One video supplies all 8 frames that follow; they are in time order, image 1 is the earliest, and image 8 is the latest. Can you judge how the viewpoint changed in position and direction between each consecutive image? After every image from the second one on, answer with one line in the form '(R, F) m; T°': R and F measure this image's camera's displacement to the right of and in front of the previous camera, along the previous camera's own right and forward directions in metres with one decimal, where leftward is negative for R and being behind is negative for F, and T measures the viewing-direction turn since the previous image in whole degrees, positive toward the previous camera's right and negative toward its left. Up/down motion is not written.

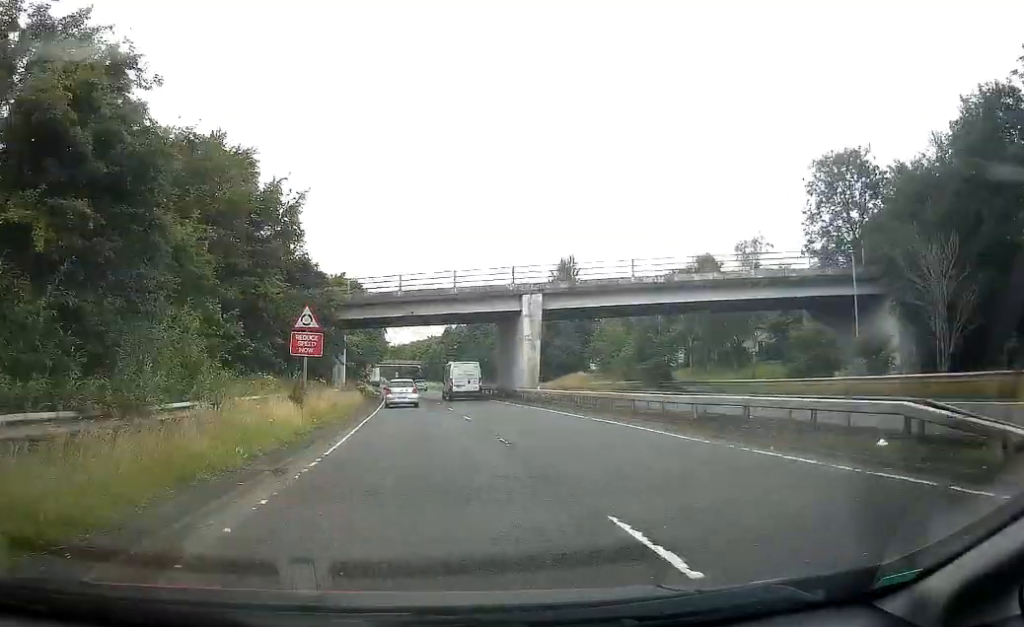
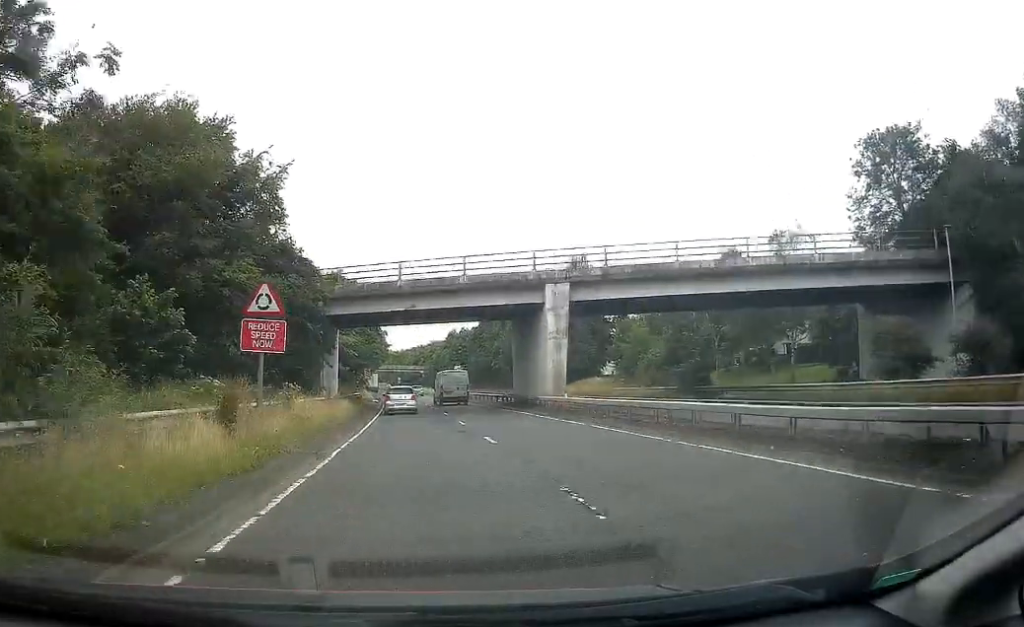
(0.0, +7.0) m; 0°
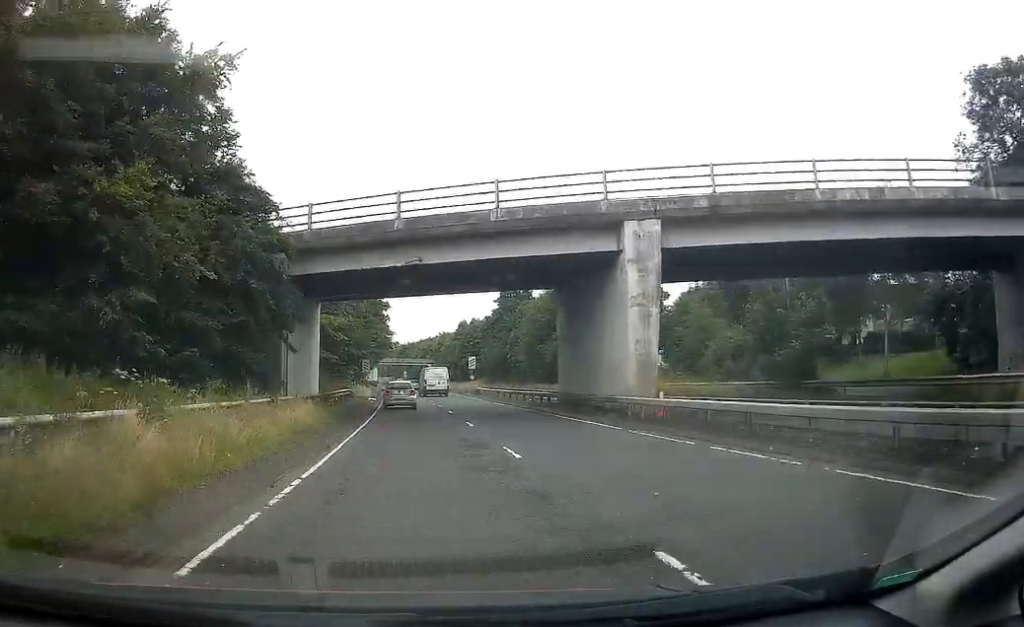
(0.0, +12.4) m; 0°
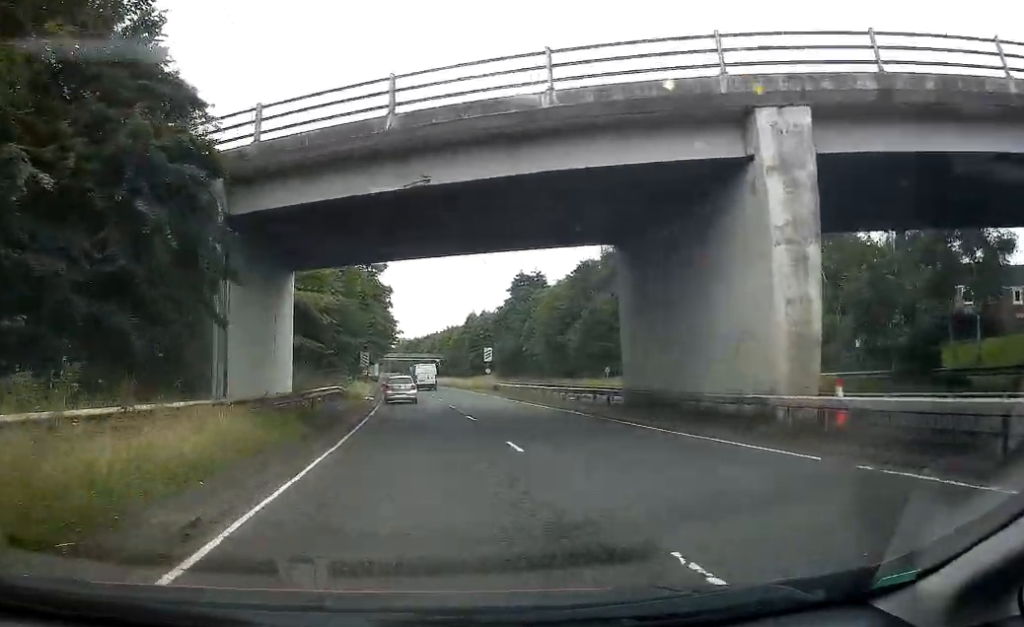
(0.0, +9.7) m; 0°
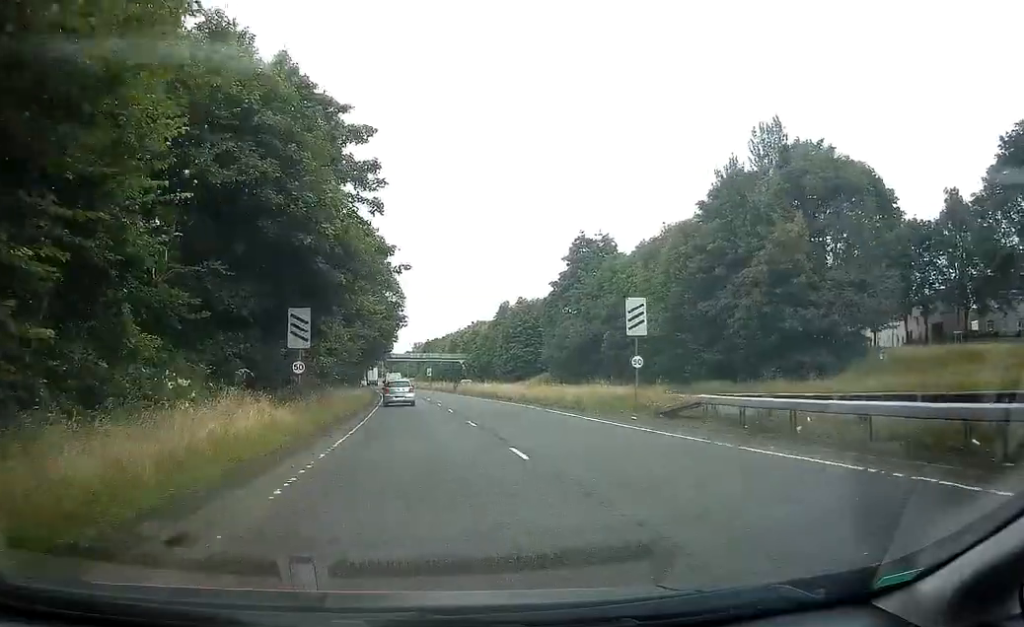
(-0.5, +37.7) m; -1°
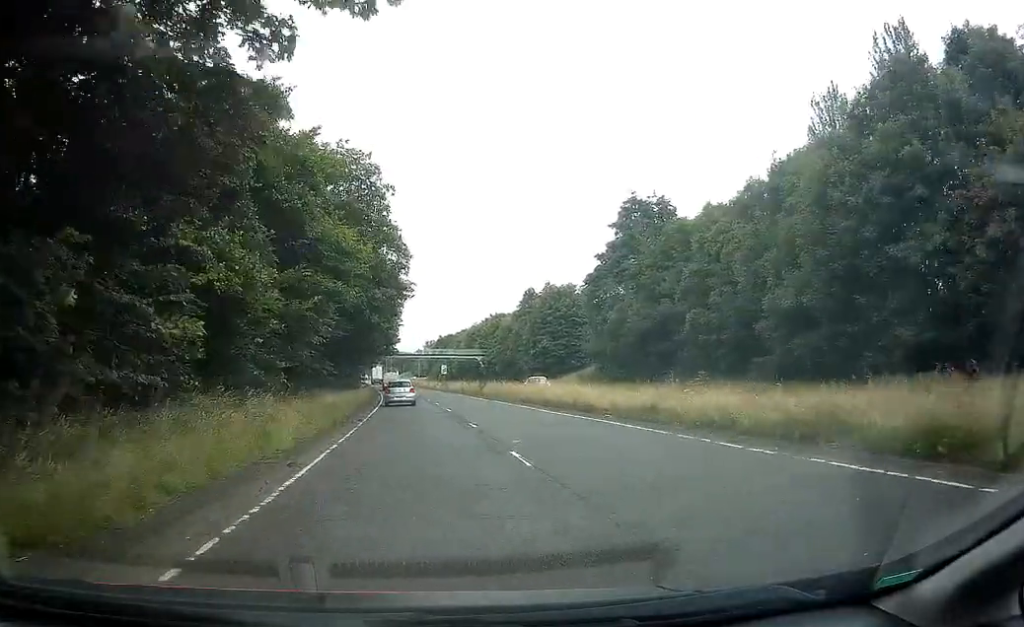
(0.0, +19.2) m; 0°
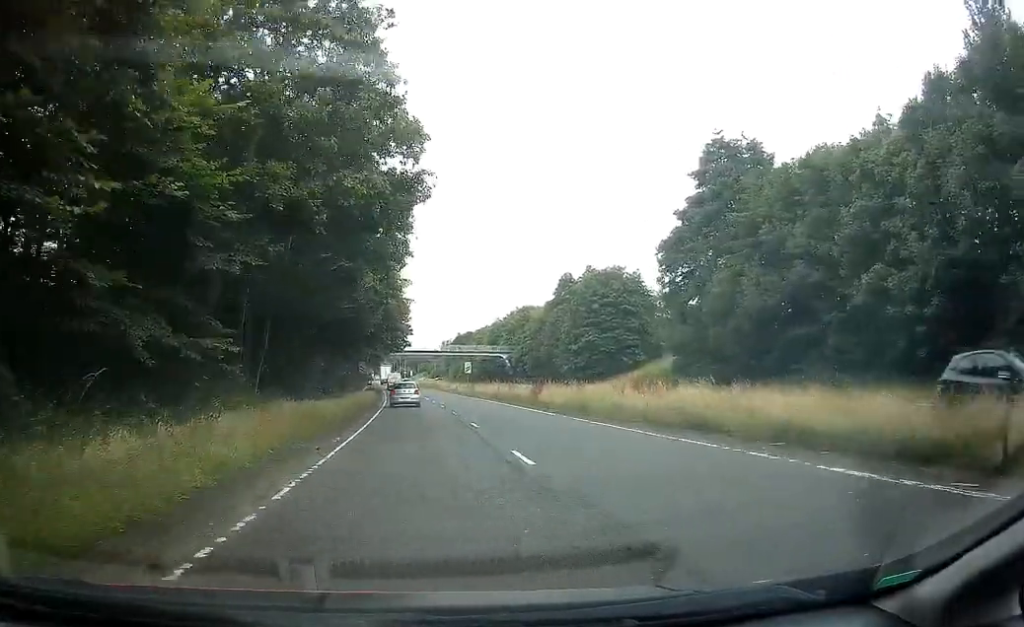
(-0.1, +19.4) m; -1°
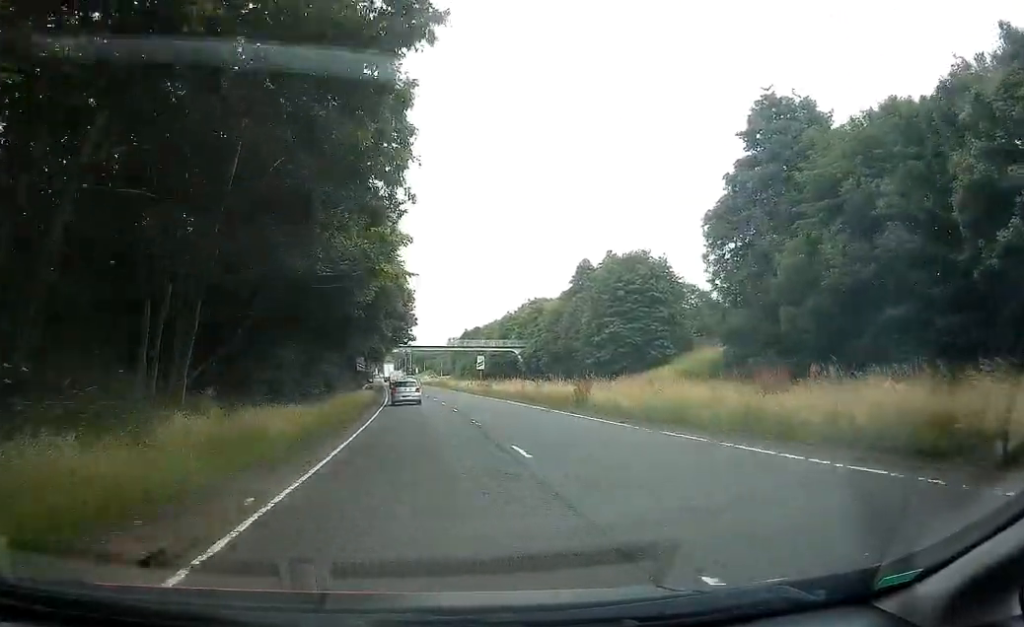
(-0.2, +9.1) m; 0°
